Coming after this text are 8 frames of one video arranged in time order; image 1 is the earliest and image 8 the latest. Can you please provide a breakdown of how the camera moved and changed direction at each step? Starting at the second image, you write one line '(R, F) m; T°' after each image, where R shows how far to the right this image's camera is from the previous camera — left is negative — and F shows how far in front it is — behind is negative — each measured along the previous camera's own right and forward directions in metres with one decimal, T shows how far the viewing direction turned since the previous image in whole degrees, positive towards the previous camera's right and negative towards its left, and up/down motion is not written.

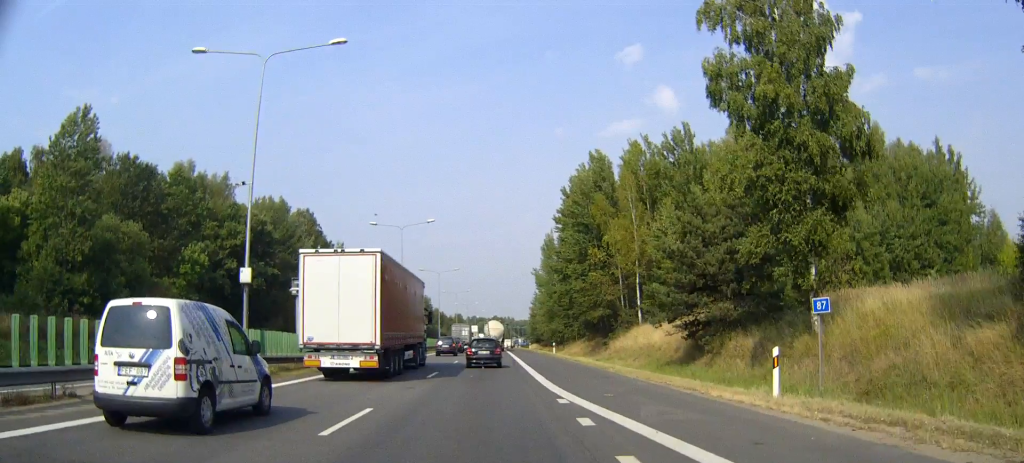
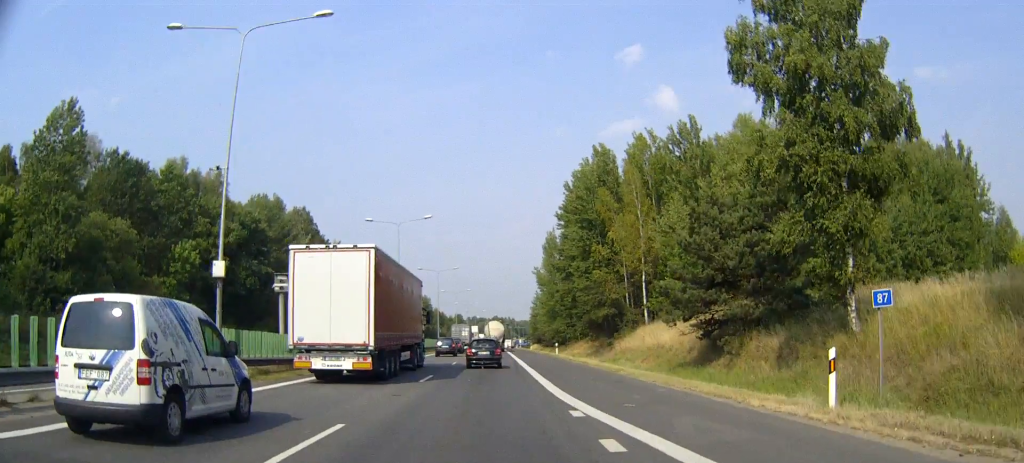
(0.0, +2.6) m; 0°
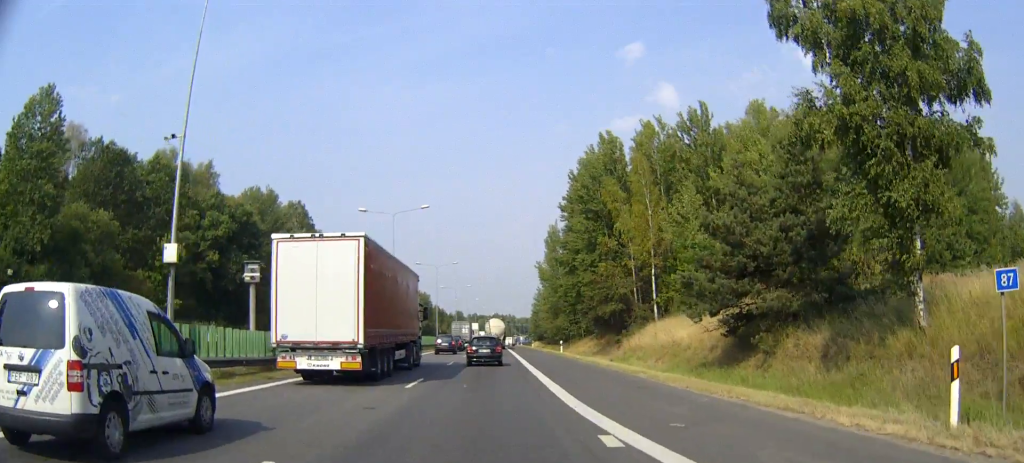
(0.0, +3.8) m; 0°
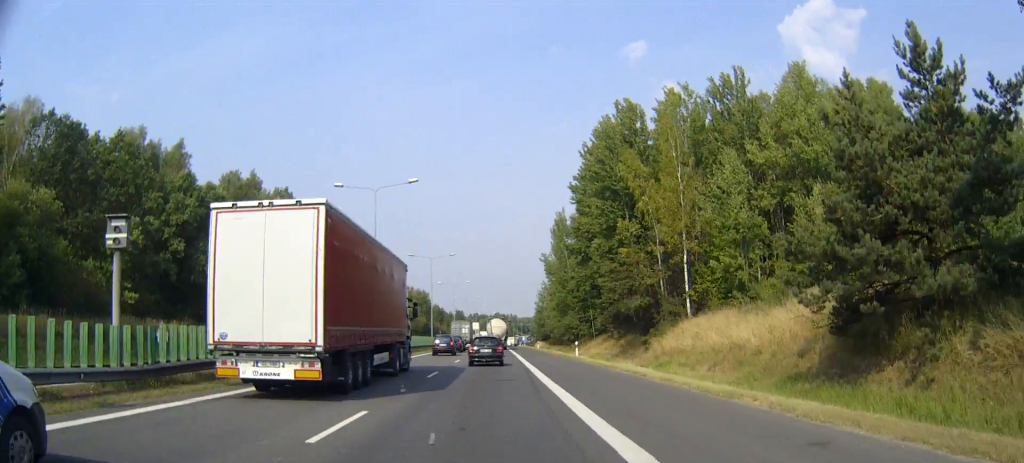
(0.0, +10.5) m; 0°
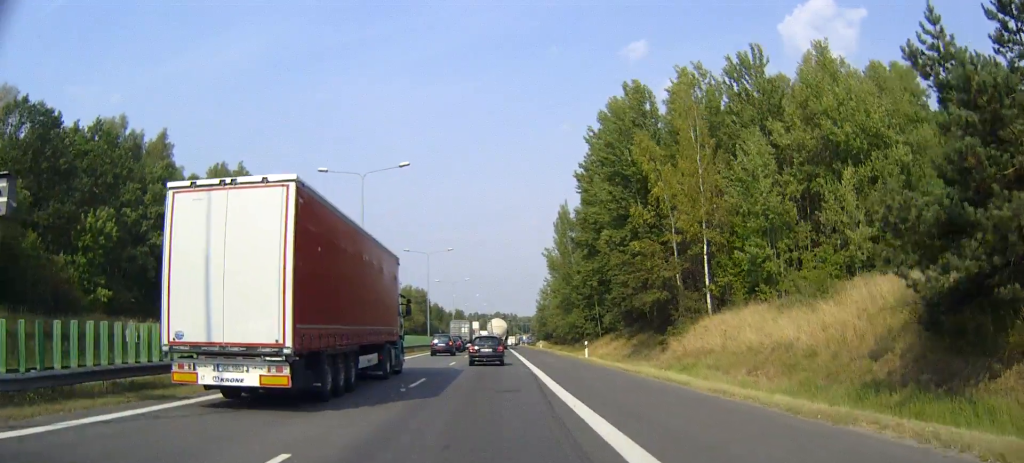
(0.0, +5.1) m; 0°
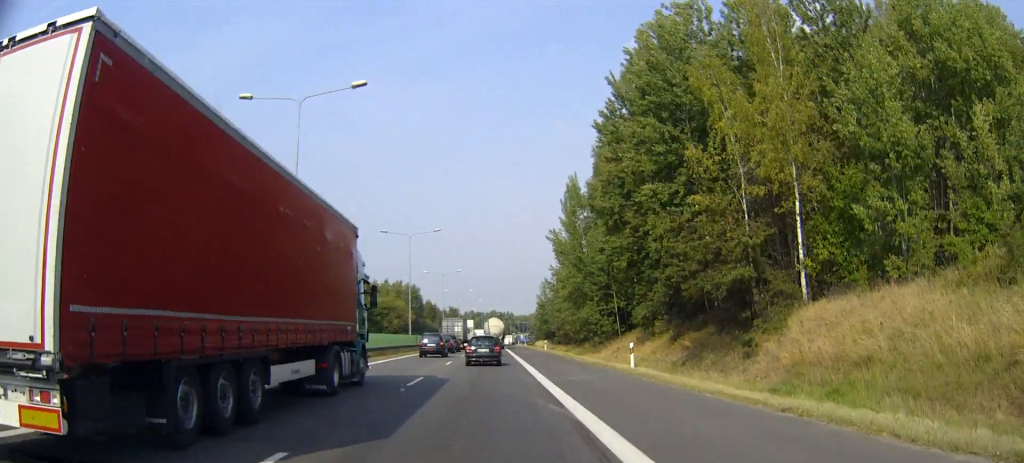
(+0.1, +15.7) m; 0°
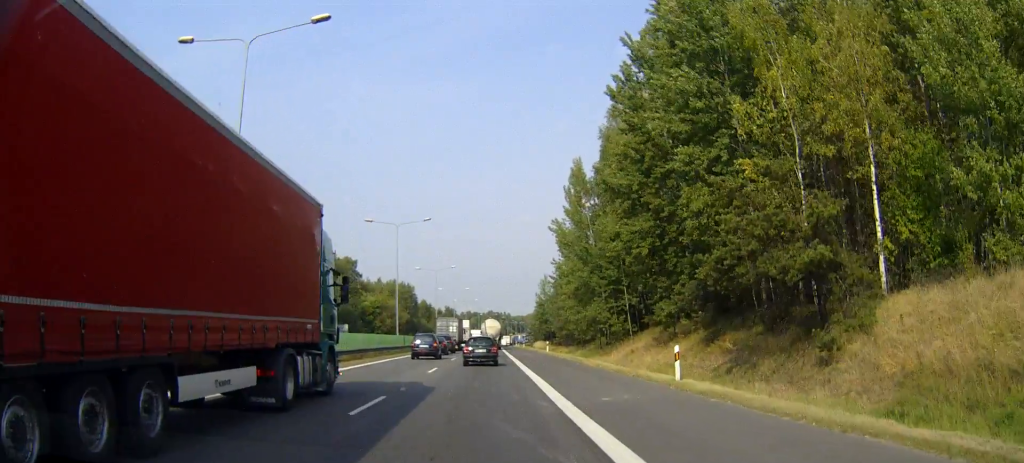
(-0.1, +7.6) m; -2°
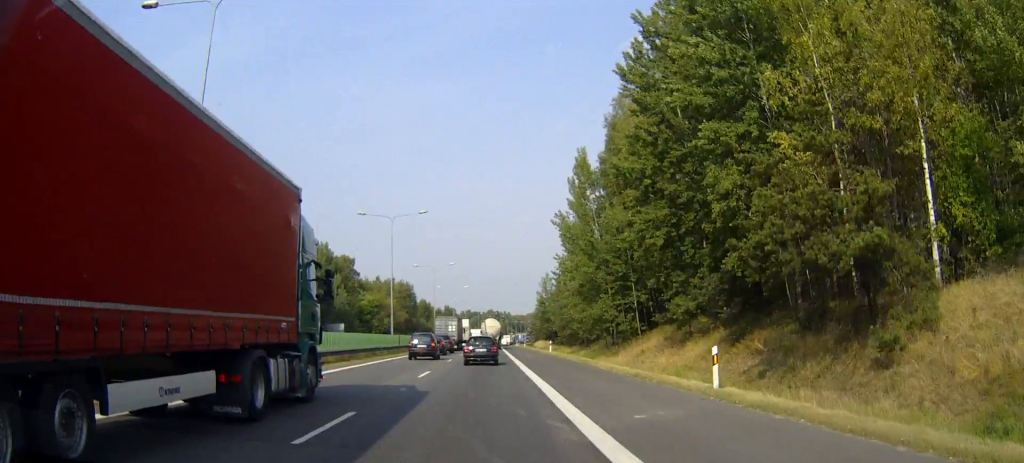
(0.0, +3.7) m; -1°
